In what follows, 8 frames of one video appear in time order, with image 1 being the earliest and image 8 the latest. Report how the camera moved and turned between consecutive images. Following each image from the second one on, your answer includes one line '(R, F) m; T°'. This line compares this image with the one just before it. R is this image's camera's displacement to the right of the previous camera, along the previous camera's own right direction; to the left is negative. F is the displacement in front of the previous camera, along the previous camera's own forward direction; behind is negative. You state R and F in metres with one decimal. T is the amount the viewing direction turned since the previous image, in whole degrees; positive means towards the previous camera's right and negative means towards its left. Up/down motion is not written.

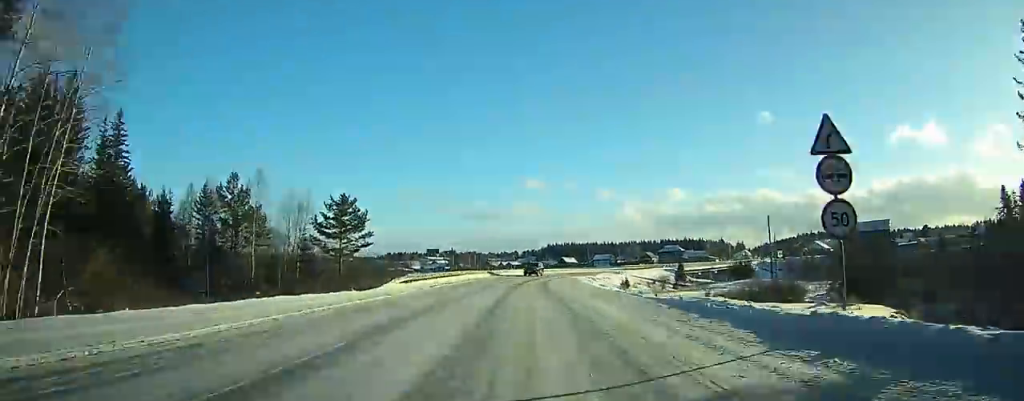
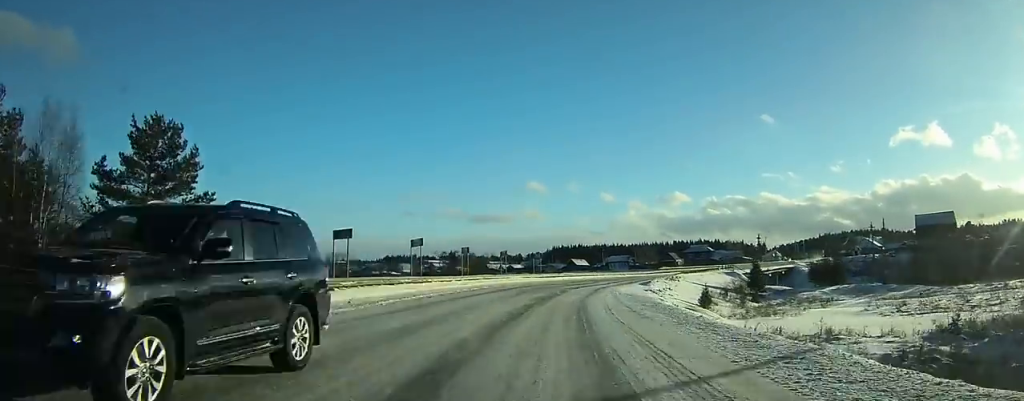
(+0.2, +39.4) m; +2°
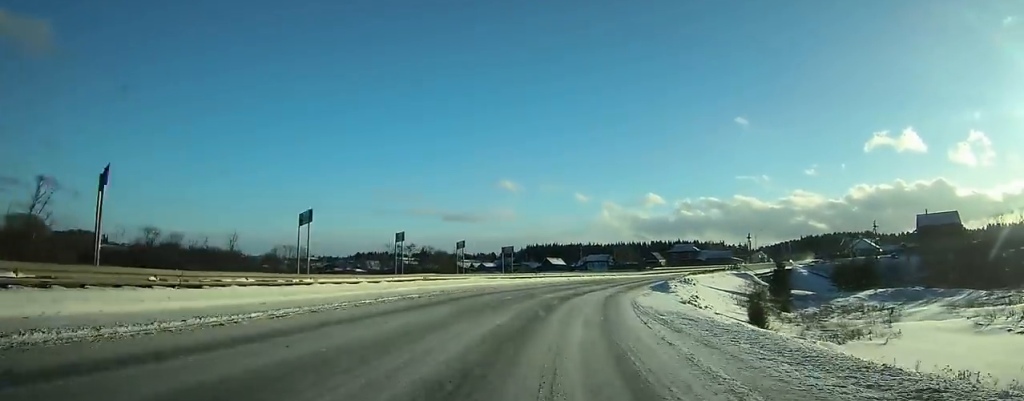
(+0.3, +16.1) m; +3°
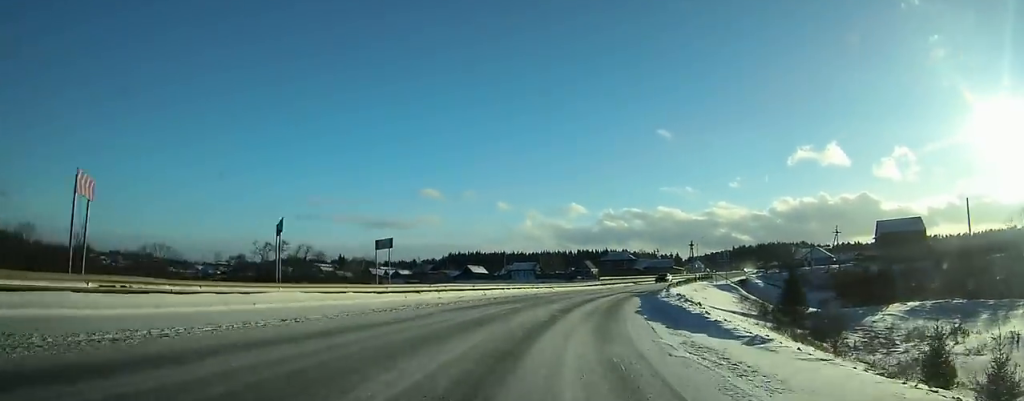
(+0.6, +20.8) m; +6°
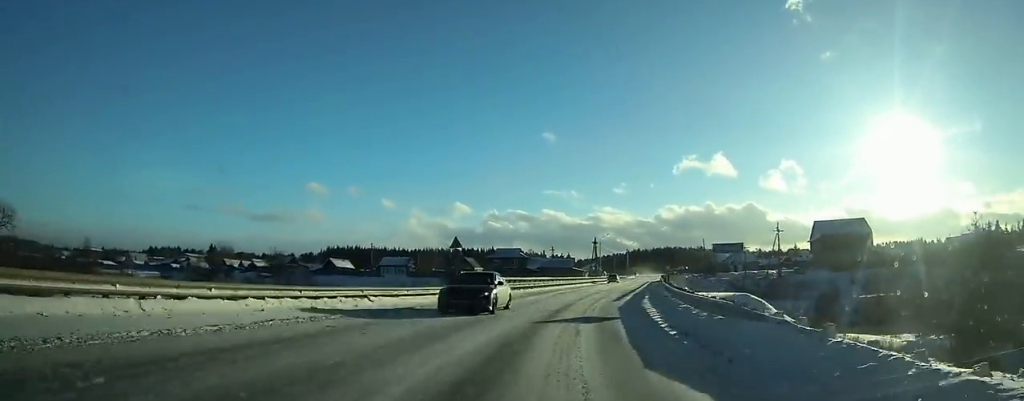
(+3.1, +29.4) m; +11°
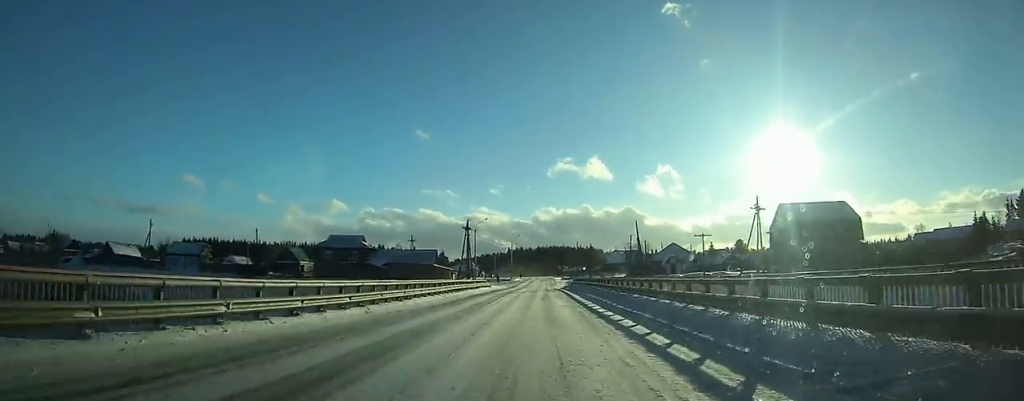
(+6.2, +46.5) m; +12°
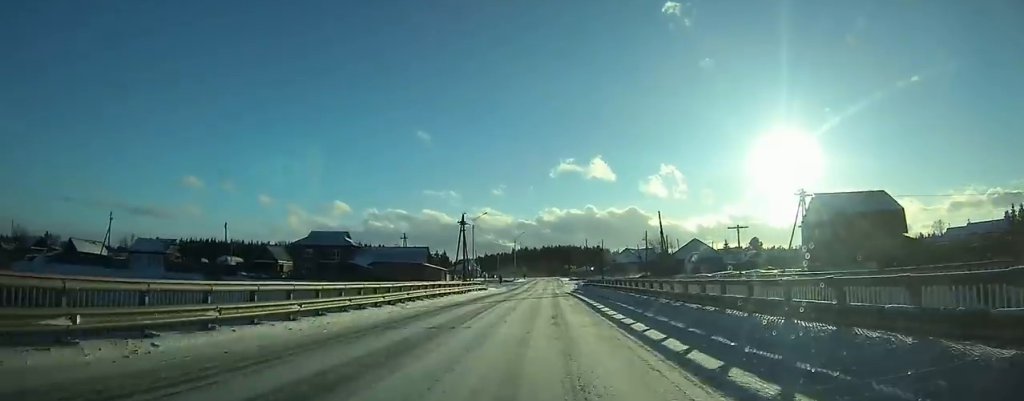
(+0.3, +12.2) m; +1°
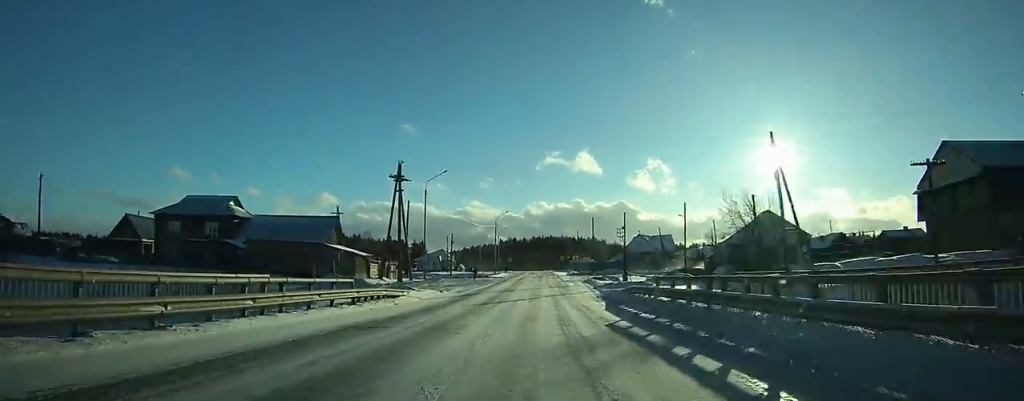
(+0.4, +35.3) m; +1°
